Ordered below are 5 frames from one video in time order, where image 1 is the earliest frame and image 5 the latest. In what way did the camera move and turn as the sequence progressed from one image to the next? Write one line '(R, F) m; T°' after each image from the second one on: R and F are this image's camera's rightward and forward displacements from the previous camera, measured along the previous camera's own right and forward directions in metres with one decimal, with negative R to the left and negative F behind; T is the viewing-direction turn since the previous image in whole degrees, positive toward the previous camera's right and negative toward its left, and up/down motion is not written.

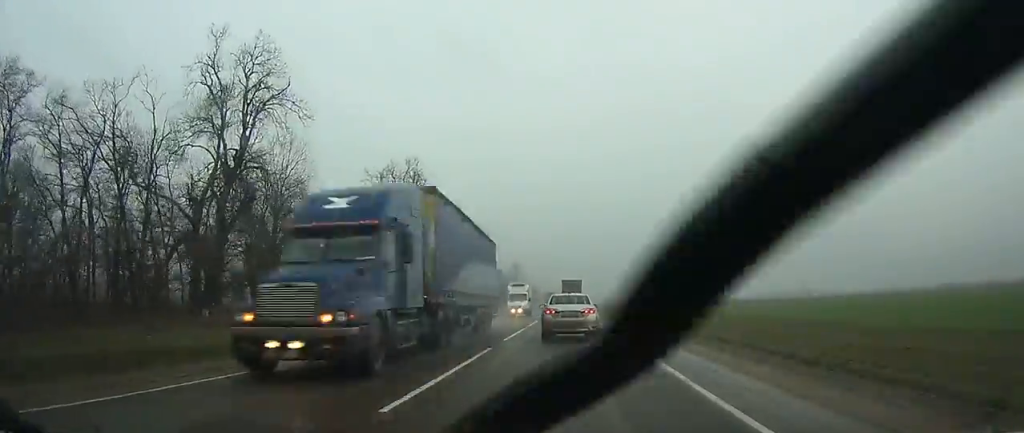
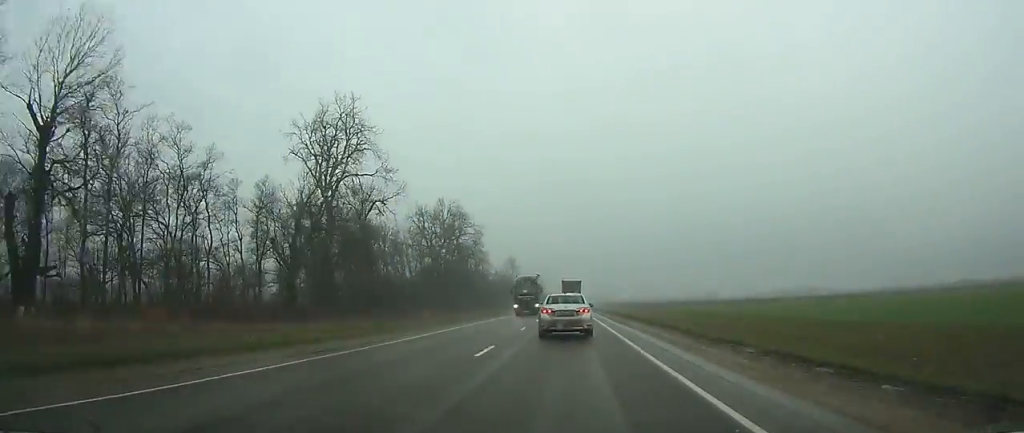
(-0.2, +35.0) m; 0°
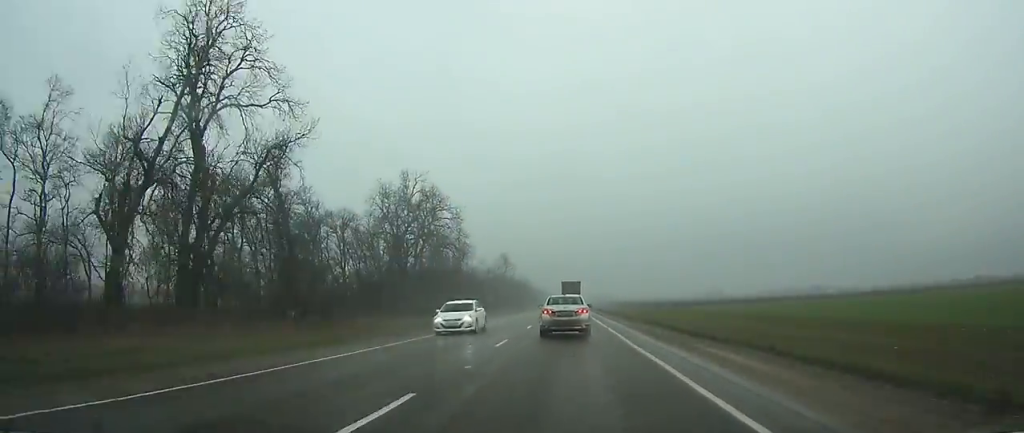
(0.0, +31.9) m; 0°
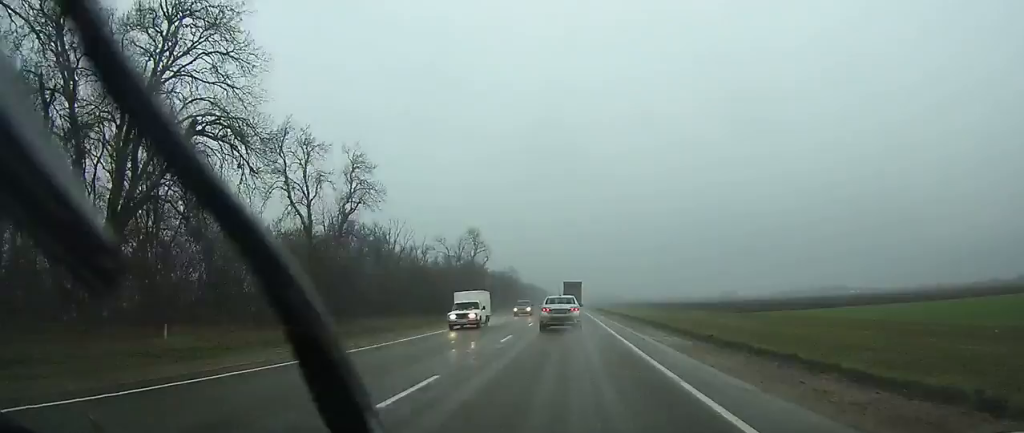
(-0.8, +93.9) m; -1°
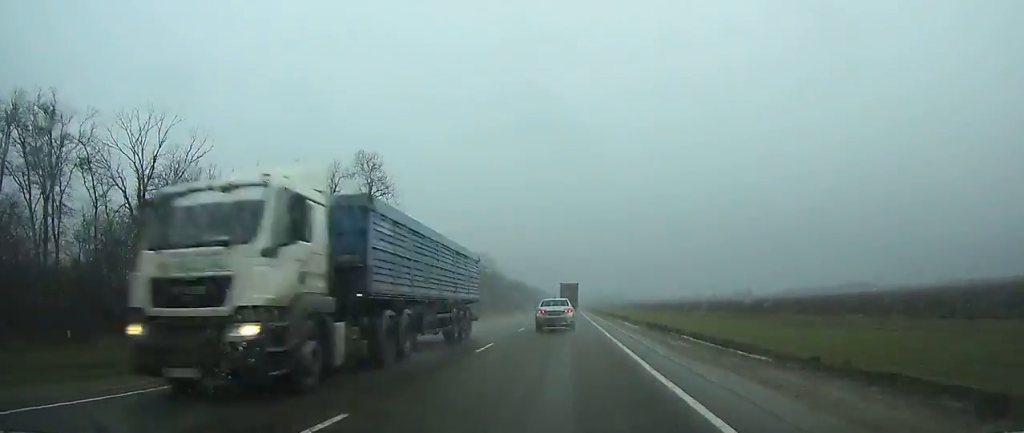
(+1.3, +99.3) m; +1°
